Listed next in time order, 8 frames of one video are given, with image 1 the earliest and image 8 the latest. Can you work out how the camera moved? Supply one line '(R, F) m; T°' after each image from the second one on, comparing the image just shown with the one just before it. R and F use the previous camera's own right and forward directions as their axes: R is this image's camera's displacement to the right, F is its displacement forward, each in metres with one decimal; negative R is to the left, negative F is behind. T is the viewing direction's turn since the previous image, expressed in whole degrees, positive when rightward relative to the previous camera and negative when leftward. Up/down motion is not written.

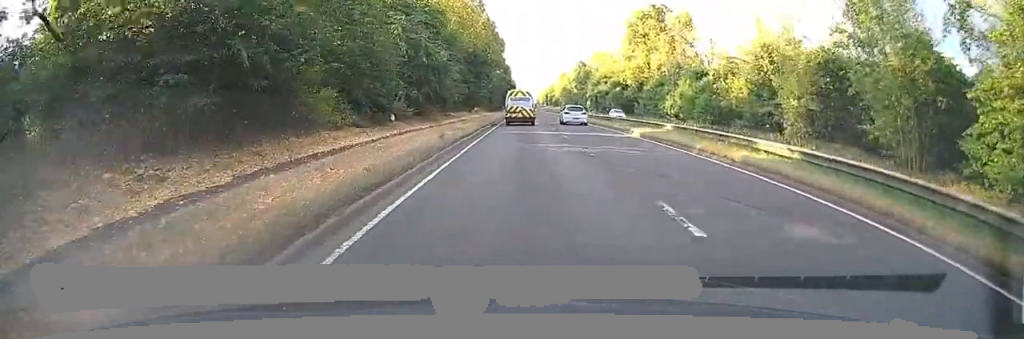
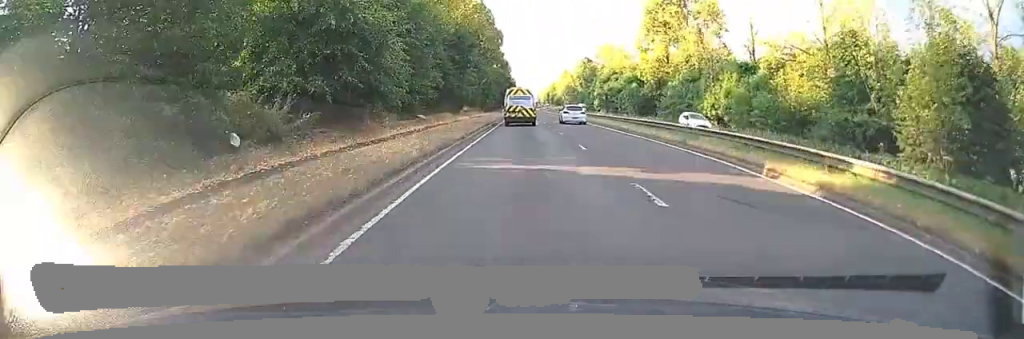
(+0.1, +15.3) m; 0°
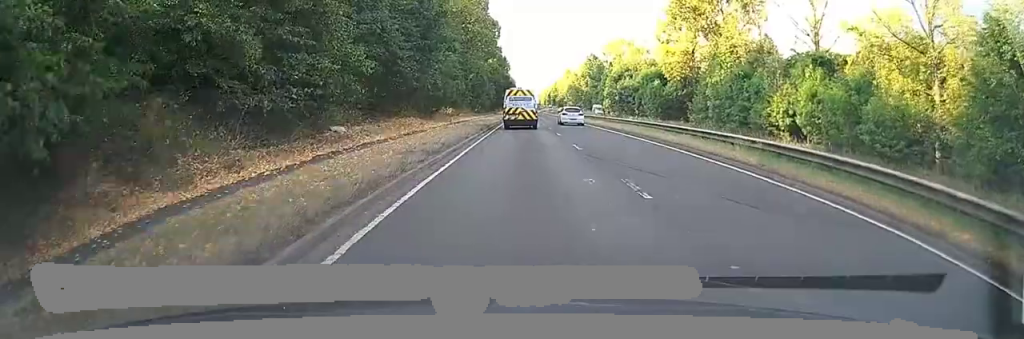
(-0.1, +16.3) m; 0°
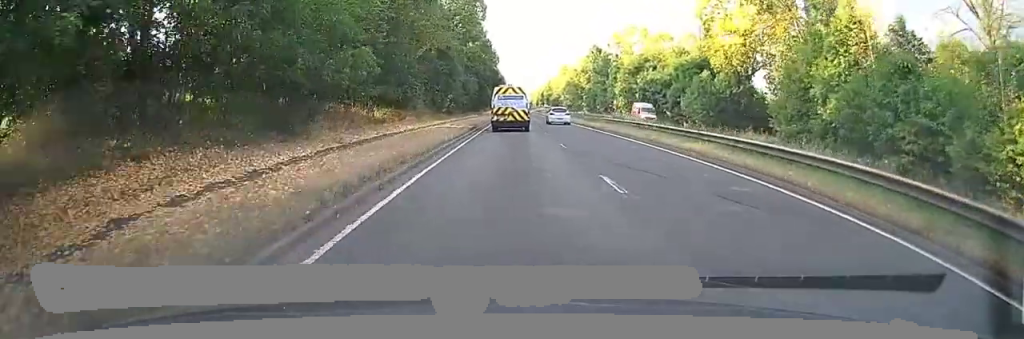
(0.0, +25.8) m; 0°
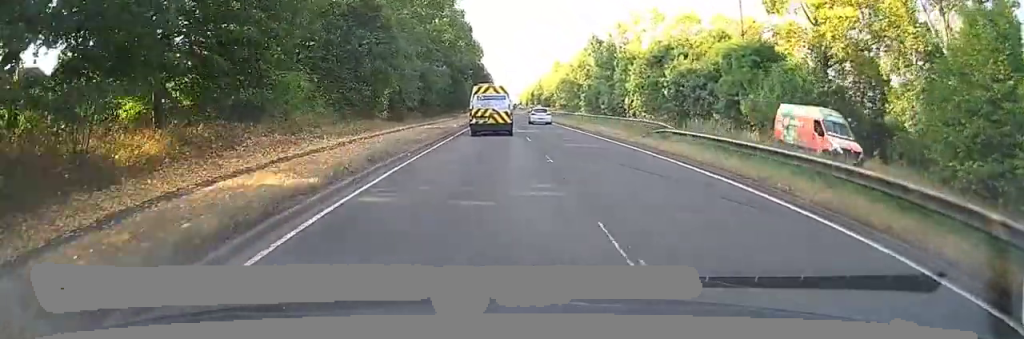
(+0.1, +22.2) m; 0°
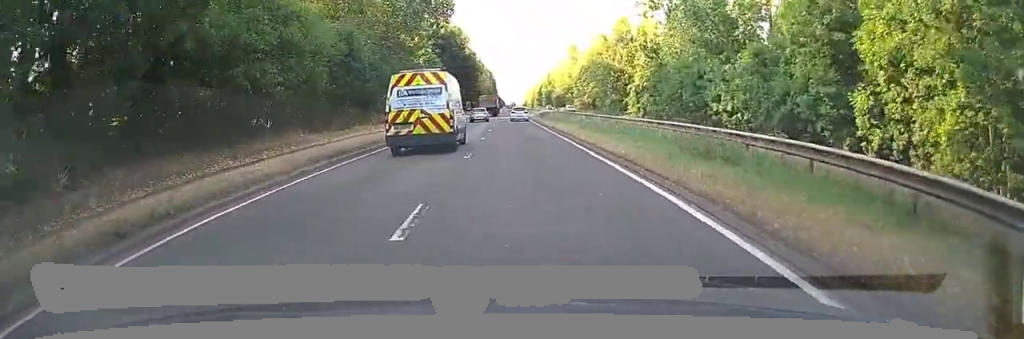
(+0.4, +58.9) m; +1°
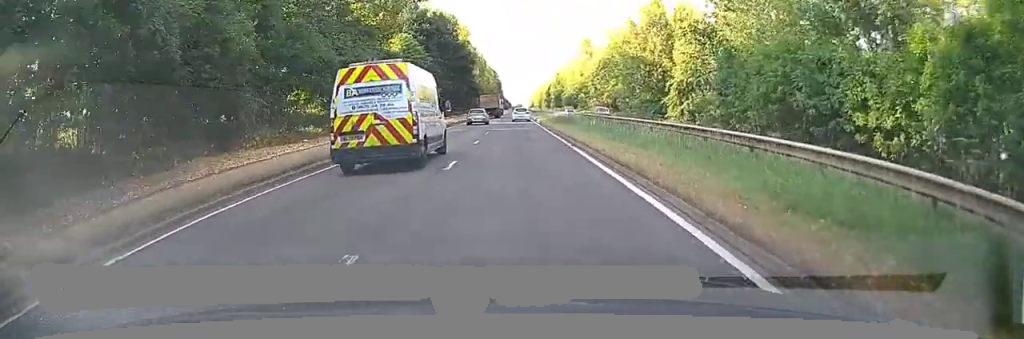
(+0.2, +19.3) m; 0°
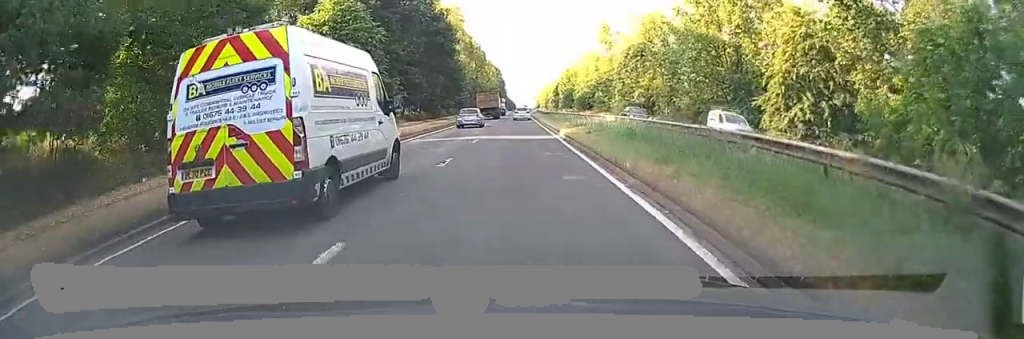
(-0.1, +25.3) m; -1°
